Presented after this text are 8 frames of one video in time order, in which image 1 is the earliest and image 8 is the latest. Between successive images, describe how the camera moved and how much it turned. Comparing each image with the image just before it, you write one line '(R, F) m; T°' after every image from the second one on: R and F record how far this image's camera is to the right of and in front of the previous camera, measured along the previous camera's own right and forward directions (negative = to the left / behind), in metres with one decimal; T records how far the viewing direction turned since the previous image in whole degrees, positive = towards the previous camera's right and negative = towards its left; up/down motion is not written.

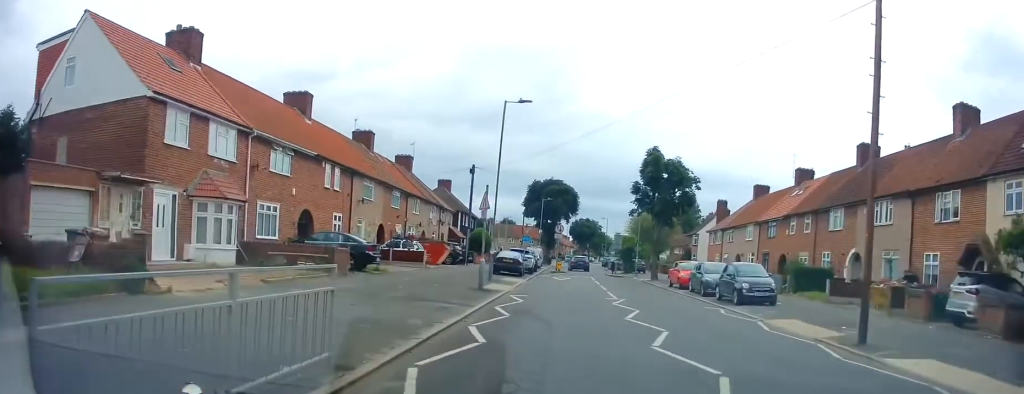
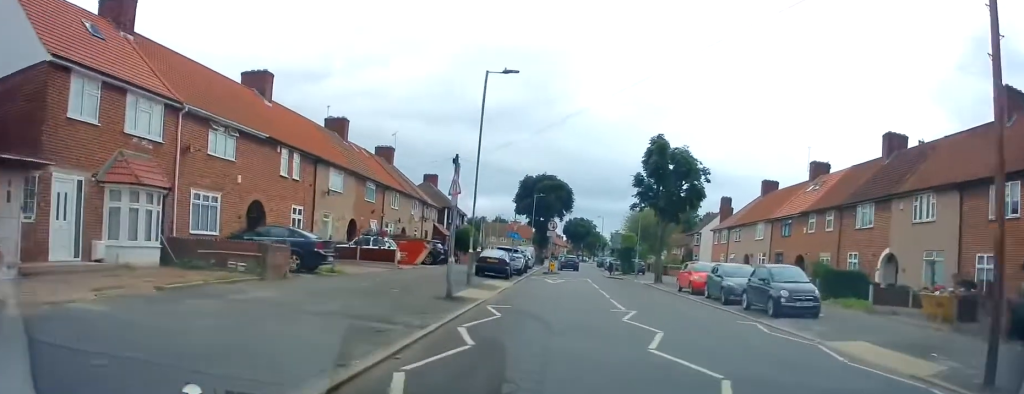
(0.0, +4.3) m; 0°
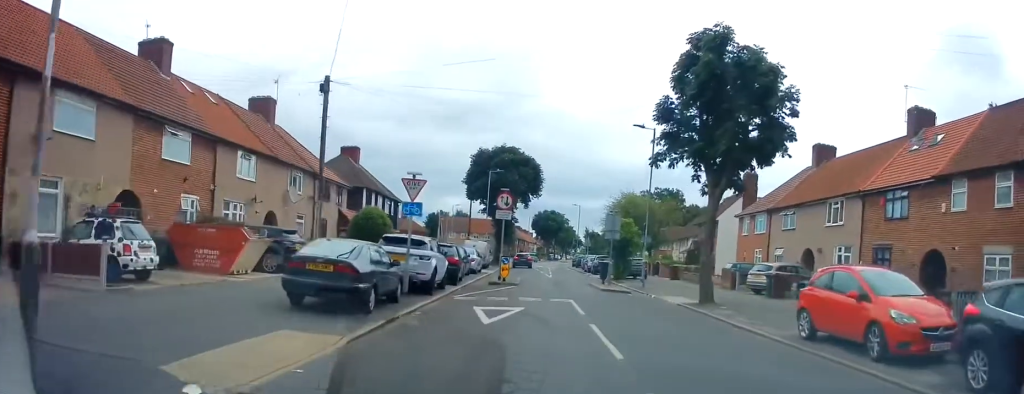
(+0.7, +17.9) m; +4°
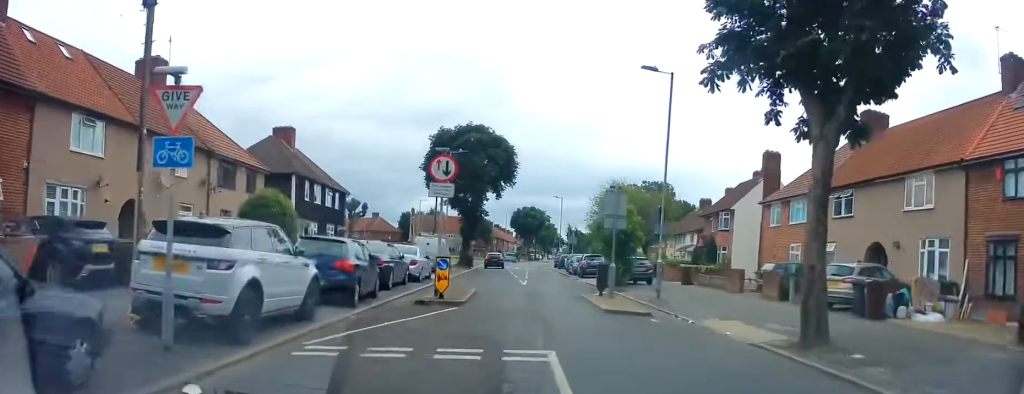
(-0.3, +9.4) m; -3°
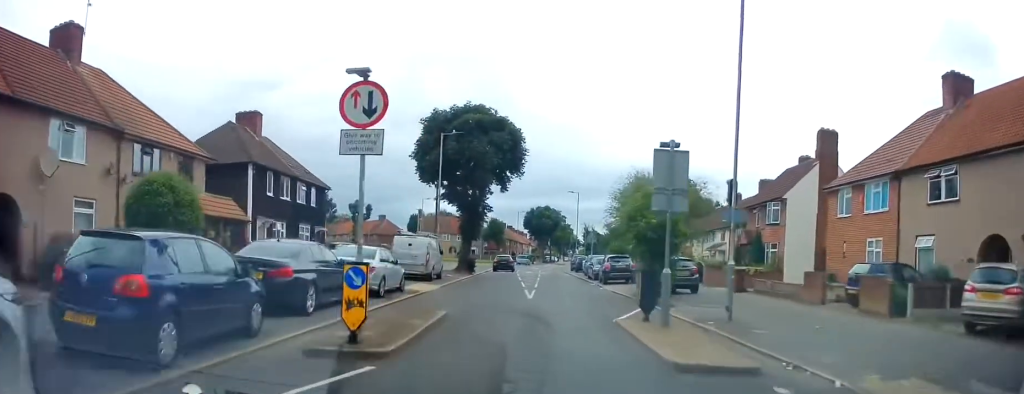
(-0.1, +7.1) m; -1°
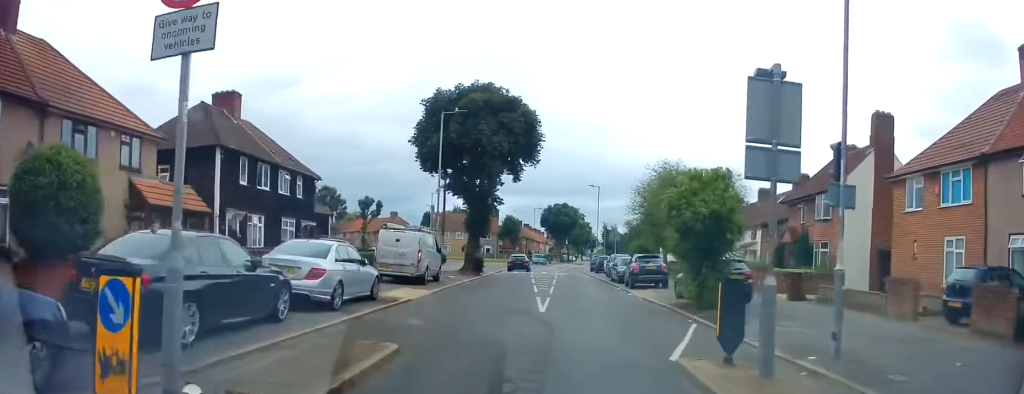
(0.0, +4.6) m; +1°
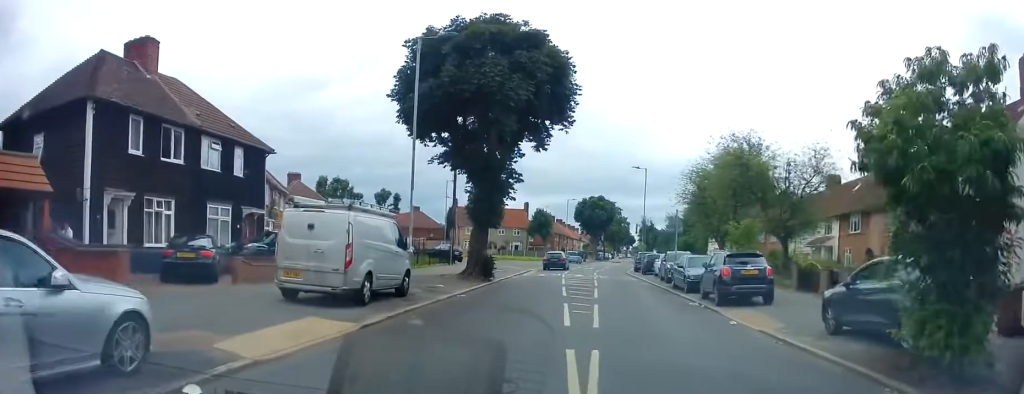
(+0.5, +10.3) m; 0°
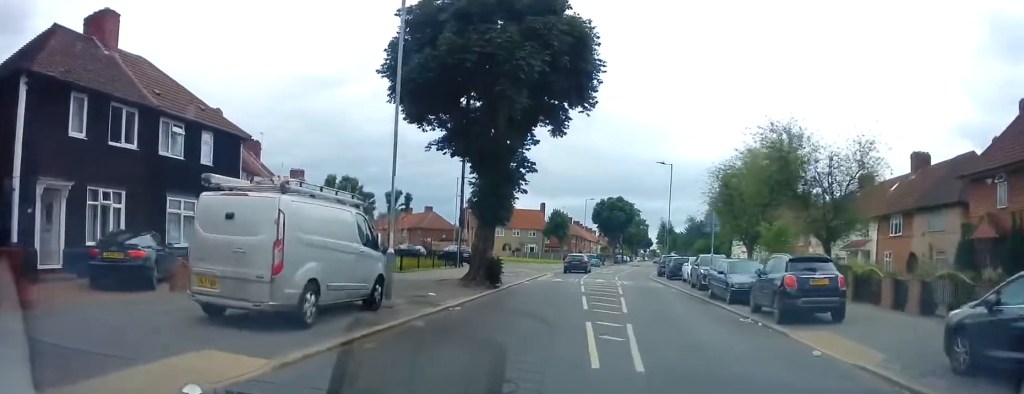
(+0.1, +3.7) m; -2°
